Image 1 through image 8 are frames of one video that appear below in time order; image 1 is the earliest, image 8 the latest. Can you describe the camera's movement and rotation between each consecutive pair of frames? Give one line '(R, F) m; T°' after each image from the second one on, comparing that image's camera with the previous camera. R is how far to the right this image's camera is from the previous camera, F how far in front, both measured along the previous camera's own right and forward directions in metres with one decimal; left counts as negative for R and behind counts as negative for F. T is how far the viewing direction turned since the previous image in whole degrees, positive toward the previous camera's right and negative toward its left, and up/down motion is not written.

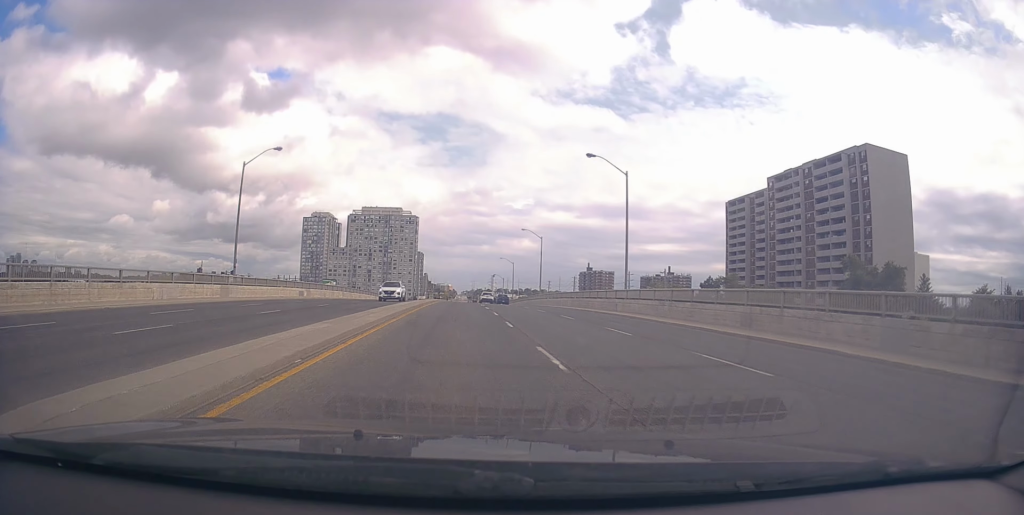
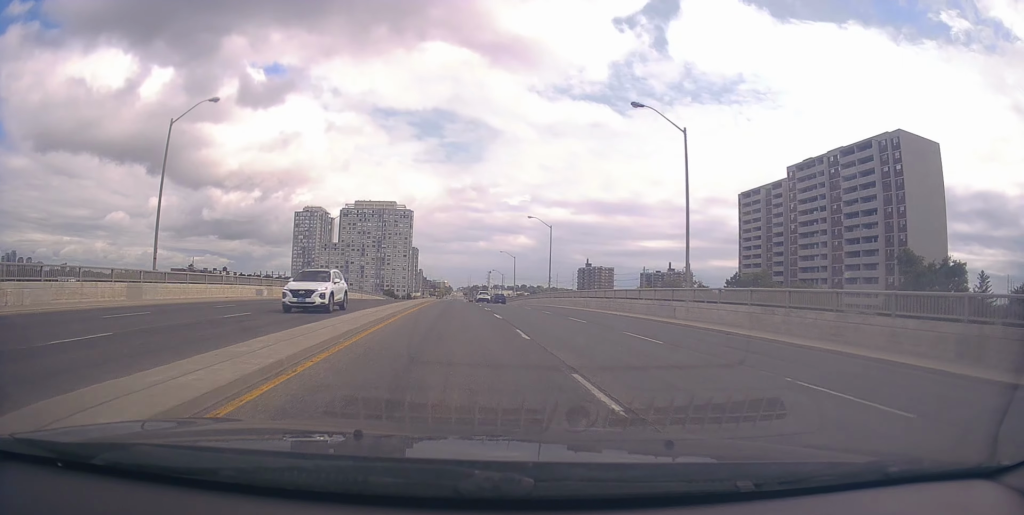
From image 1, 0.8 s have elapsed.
(0.0, +12.4) m; +1°
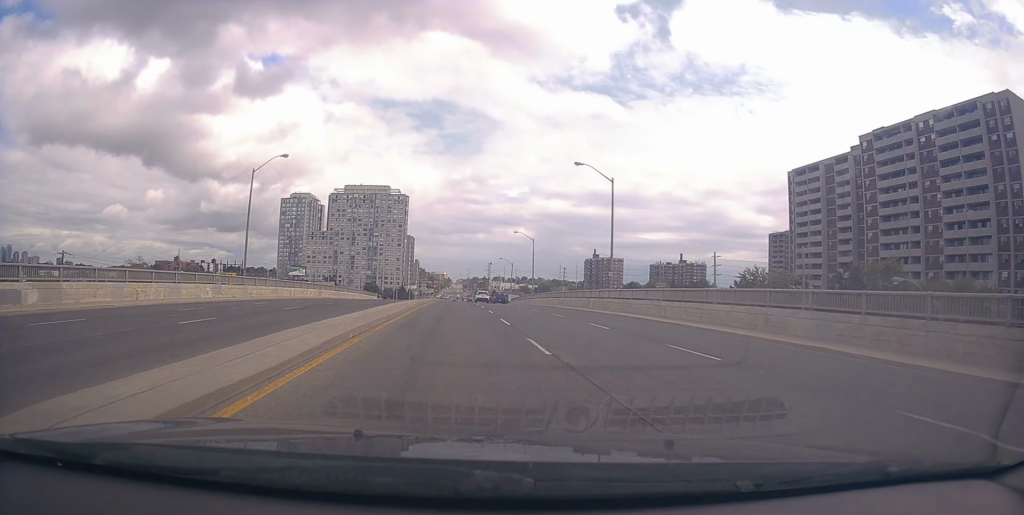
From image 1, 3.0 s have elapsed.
(-0.1, +31.1) m; 0°
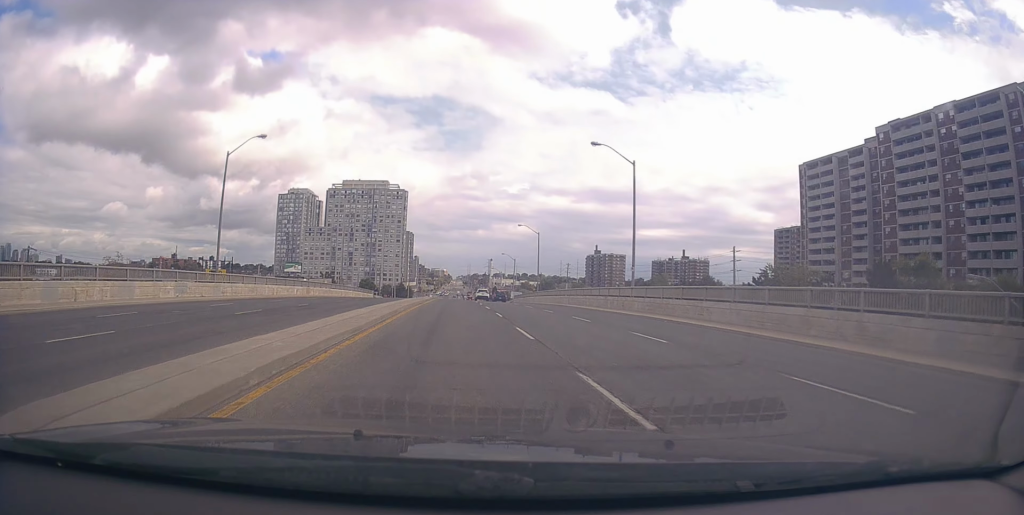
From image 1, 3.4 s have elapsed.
(+0.2, +5.8) m; 0°
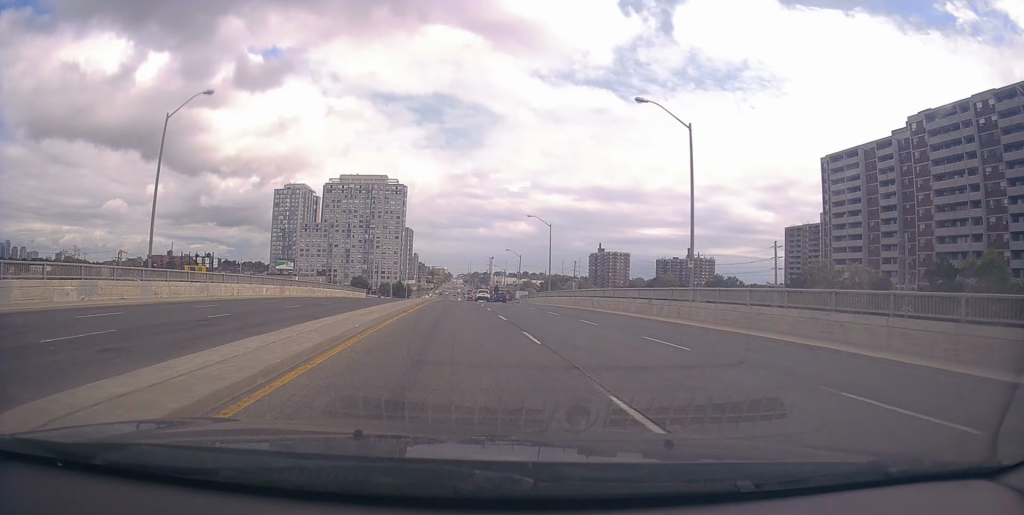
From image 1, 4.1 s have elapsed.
(+0.4, +10.1) m; 0°
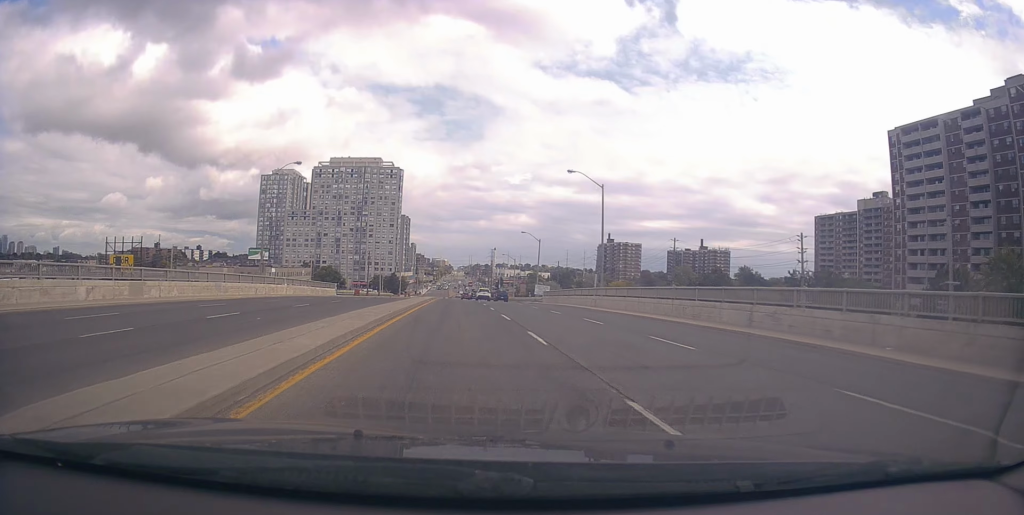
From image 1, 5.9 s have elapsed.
(-0.9, +26.9) m; -2°
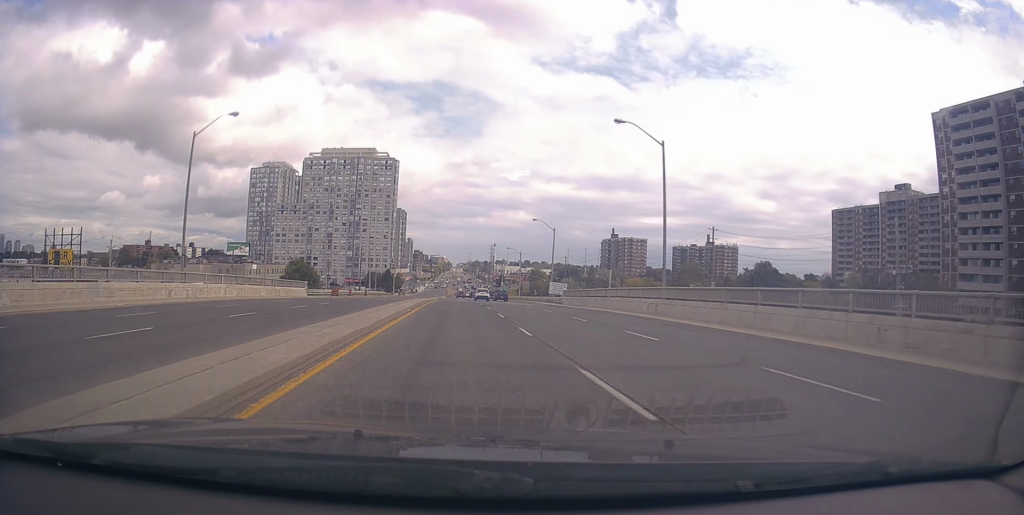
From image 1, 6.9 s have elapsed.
(0.0, +15.4) m; +2°
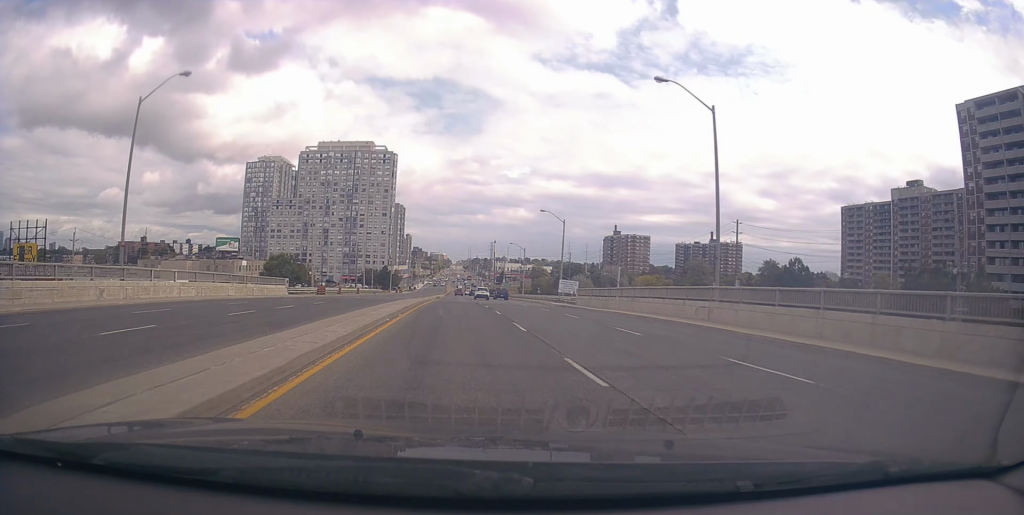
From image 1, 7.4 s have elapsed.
(+0.2, +7.4) m; 0°
